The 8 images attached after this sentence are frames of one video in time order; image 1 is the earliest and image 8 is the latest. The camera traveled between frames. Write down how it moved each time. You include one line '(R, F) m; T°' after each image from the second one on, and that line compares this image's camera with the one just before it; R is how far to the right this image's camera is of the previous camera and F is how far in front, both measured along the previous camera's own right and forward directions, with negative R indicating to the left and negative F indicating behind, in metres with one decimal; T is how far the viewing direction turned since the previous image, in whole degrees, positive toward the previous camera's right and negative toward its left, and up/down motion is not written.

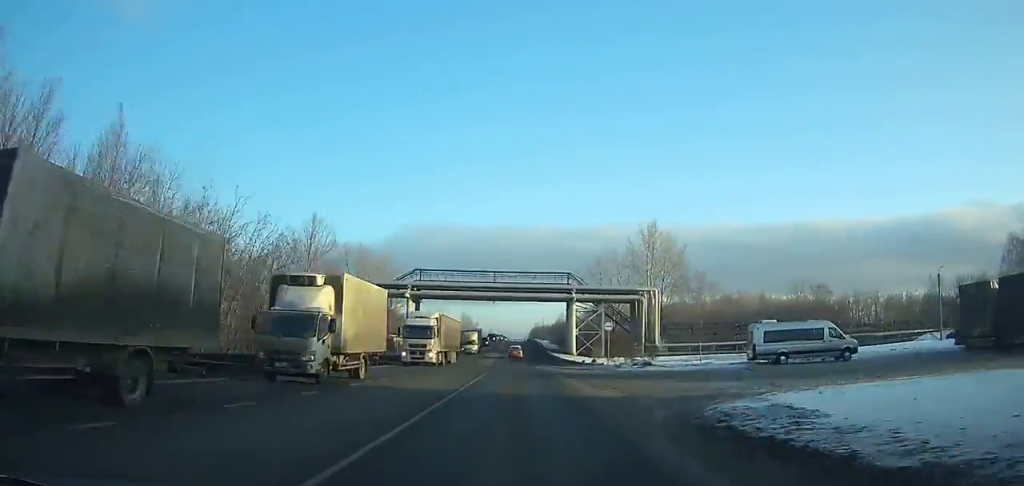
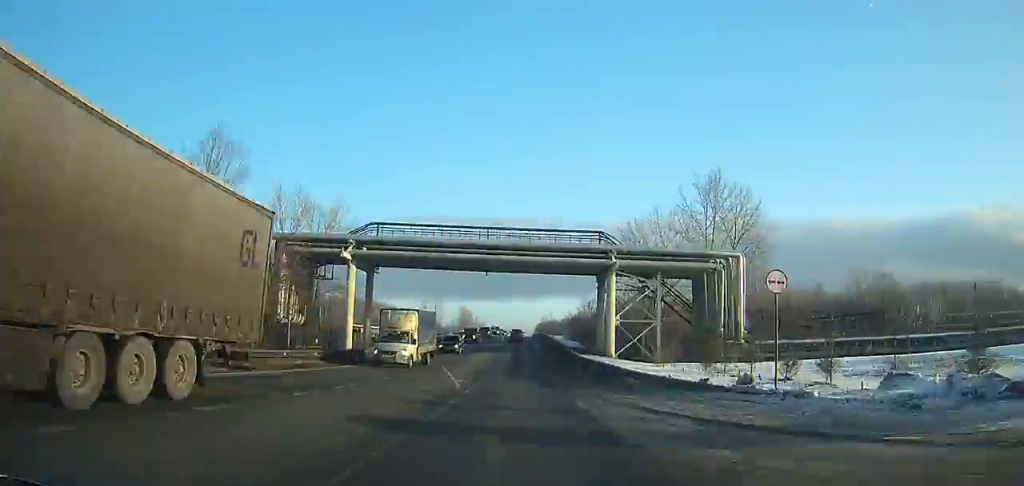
(-0.2, +29.2) m; 0°
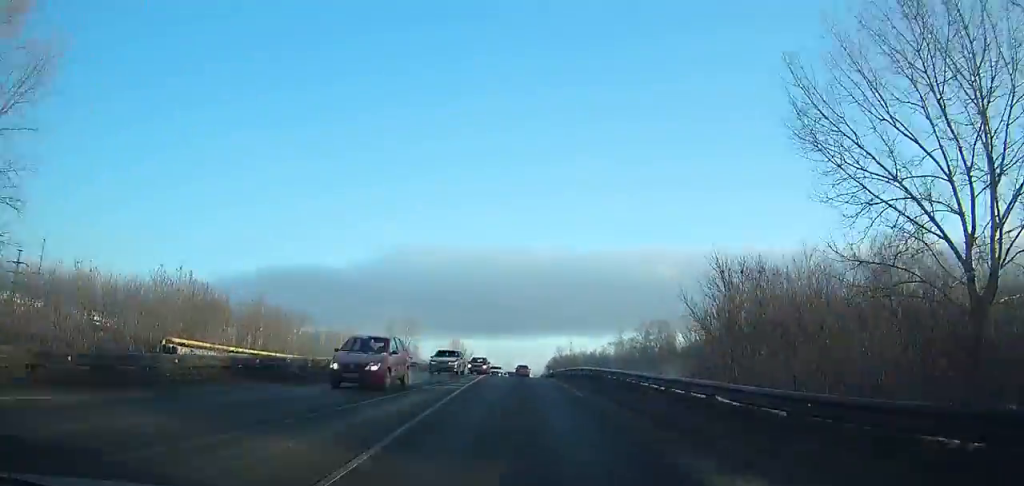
(0.0, +54.8) m; 0°
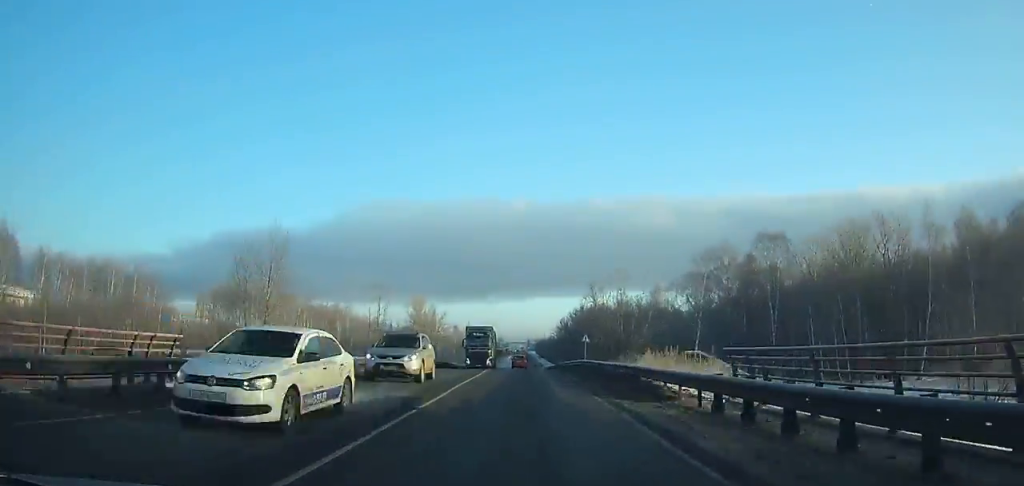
(+0.3, +72.4) m; 0°
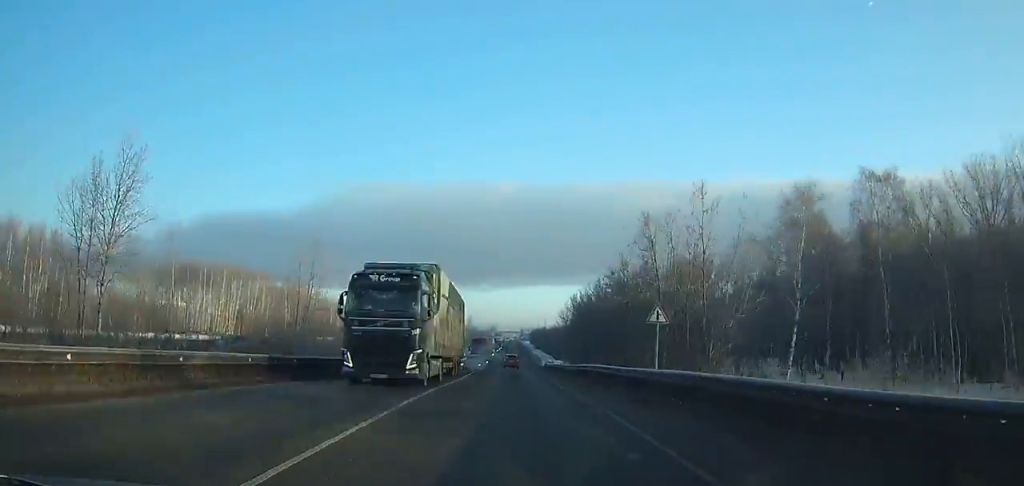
(0.0, +26.9) m; 0°
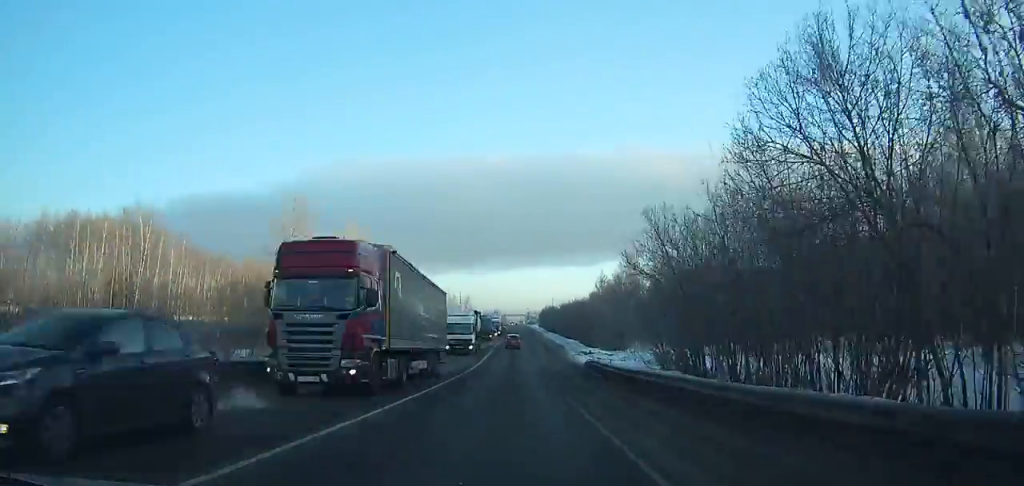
(0.0, +48.2) m; 0°
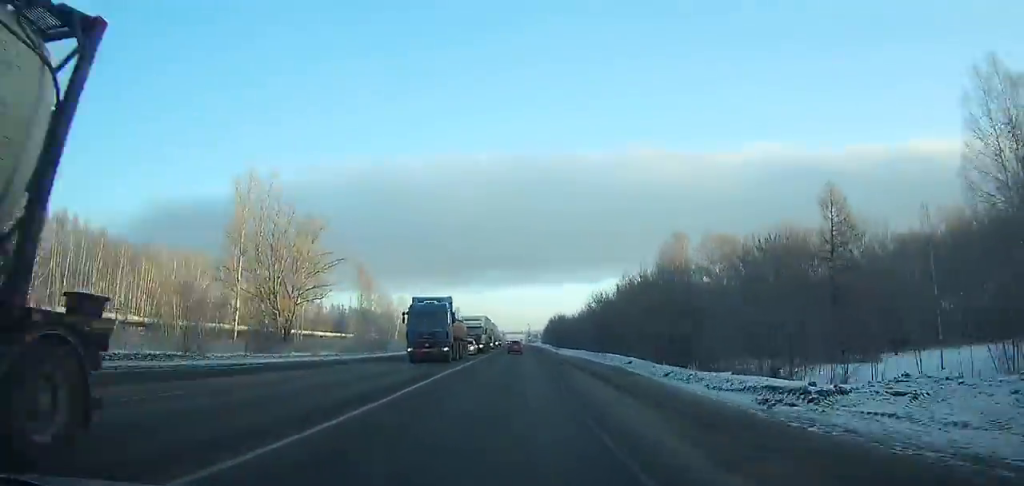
(0.0, +40.9) m; 0°
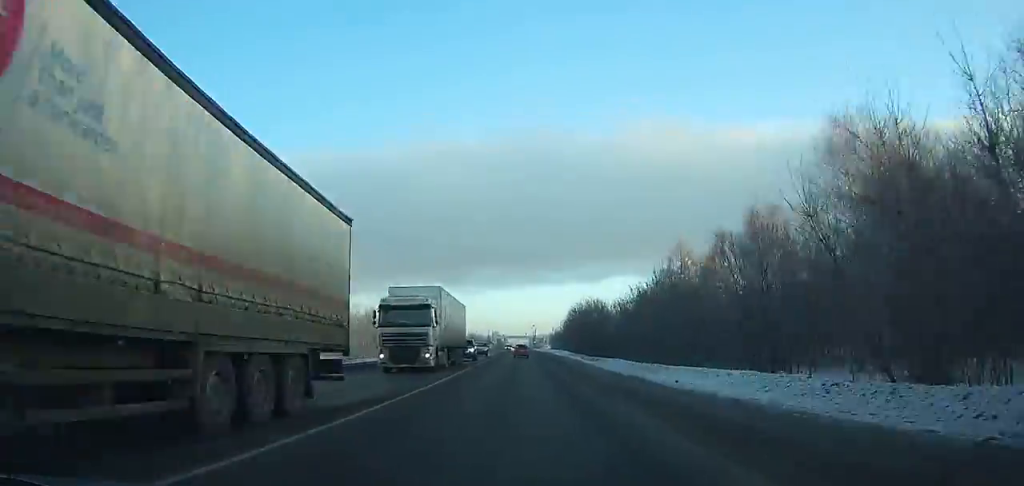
(+0.1, +51.4) m; 0°
